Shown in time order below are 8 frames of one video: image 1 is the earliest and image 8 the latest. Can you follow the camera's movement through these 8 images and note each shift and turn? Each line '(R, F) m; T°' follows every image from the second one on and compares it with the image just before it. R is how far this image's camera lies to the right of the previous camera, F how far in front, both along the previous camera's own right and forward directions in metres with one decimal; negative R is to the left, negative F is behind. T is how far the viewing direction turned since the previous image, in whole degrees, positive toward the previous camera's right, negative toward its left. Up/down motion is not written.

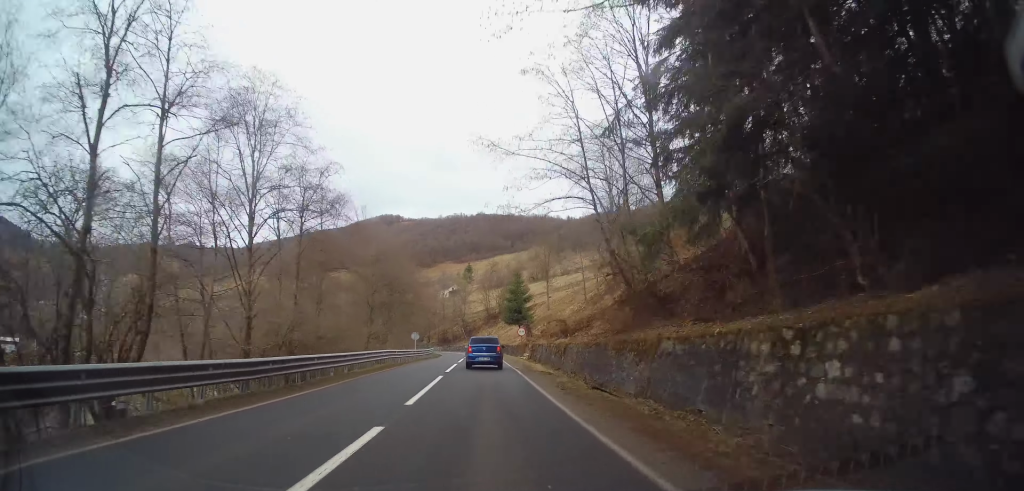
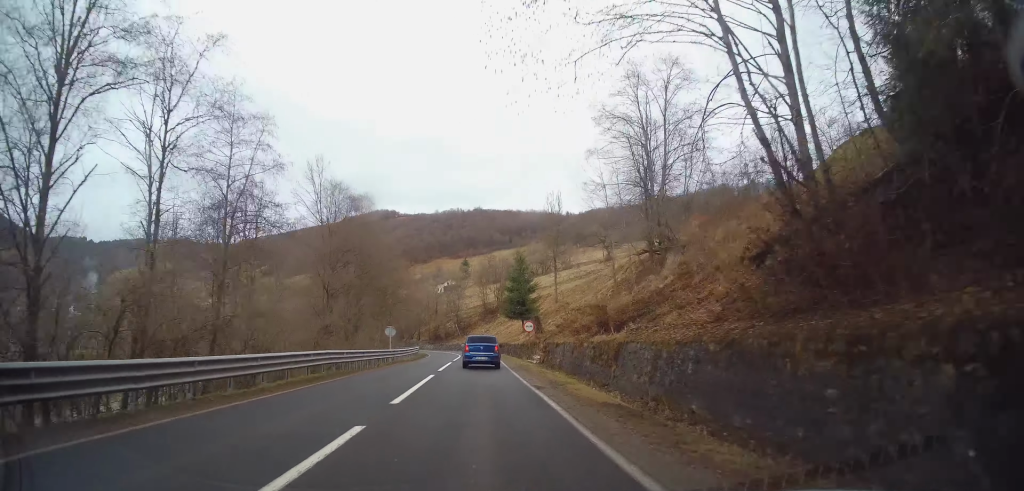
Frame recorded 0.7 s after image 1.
(+0.1, +12.1) m; 0°
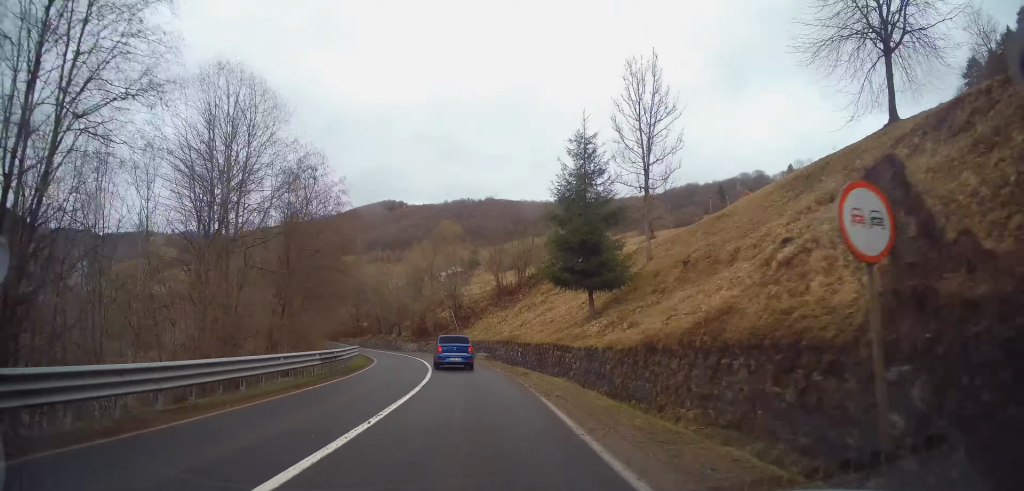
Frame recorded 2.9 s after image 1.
(-0.5, +35.1) m; -3°
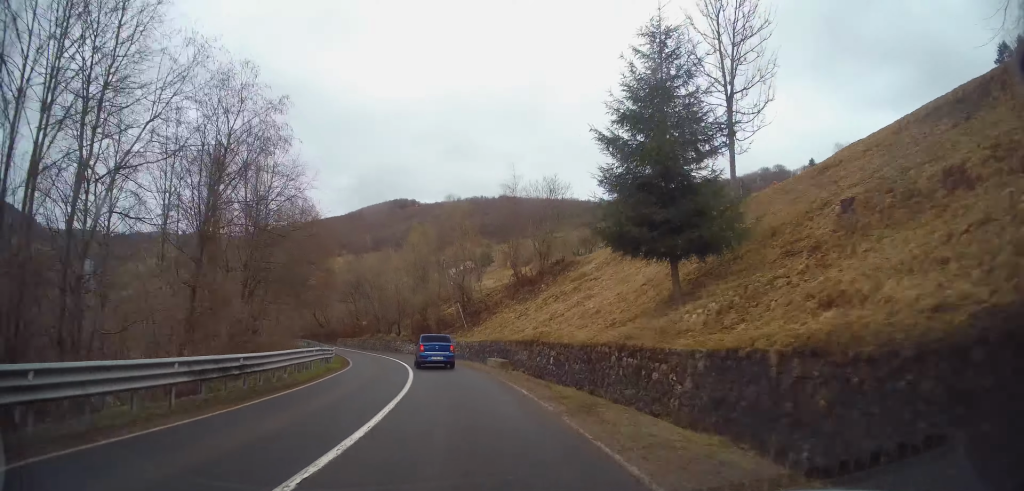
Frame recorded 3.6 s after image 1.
(-0.3, +10.5) m; -3°
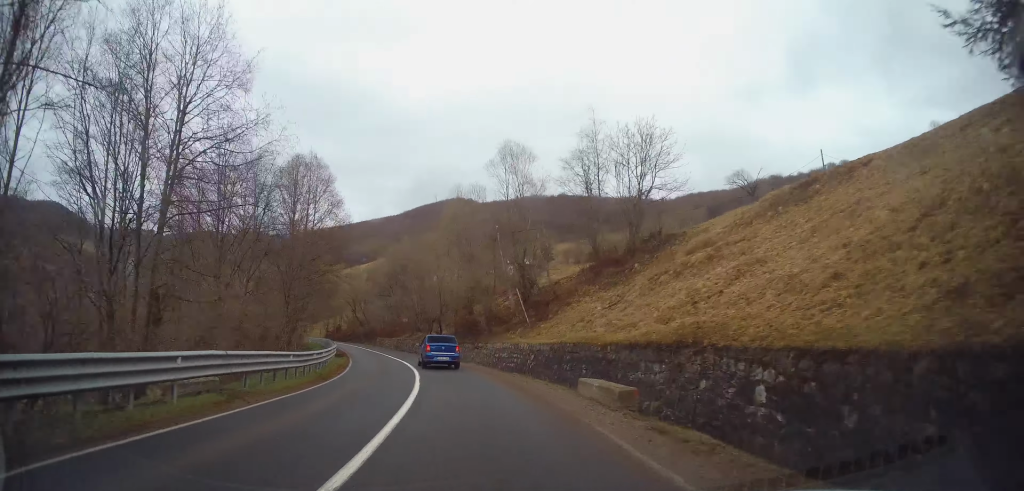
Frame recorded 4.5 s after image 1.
(+0.1, +13.6) m; -4°
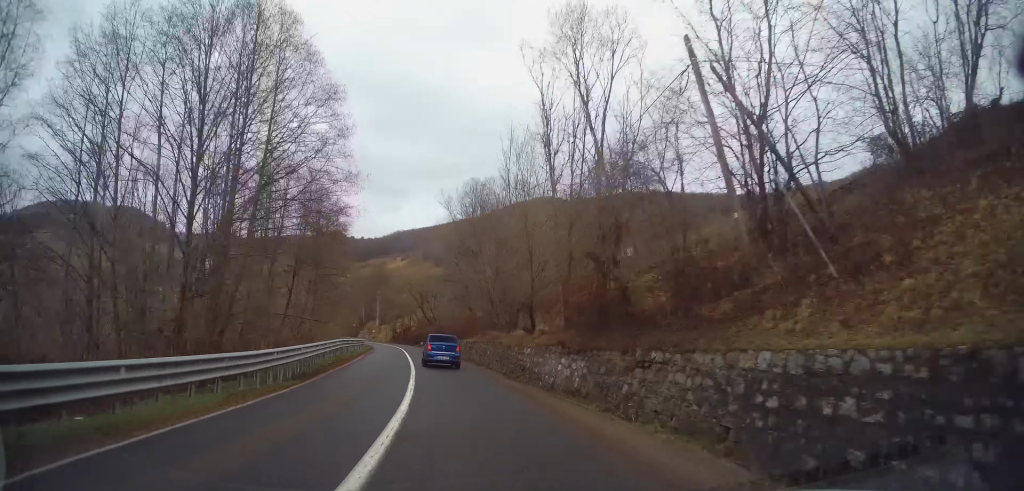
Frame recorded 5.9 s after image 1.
(-2.6, +22.8) m; -10°
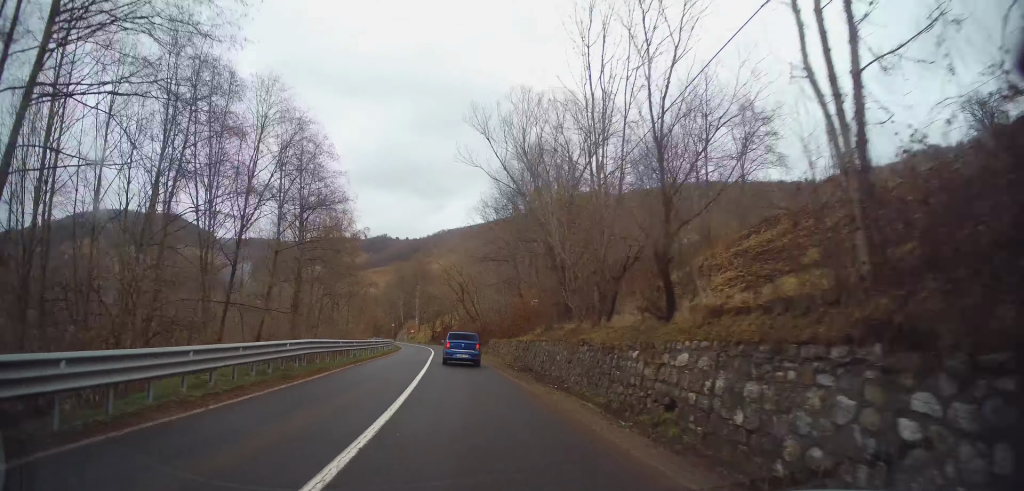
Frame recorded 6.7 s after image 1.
(-0.5, +13.5) m; -3°
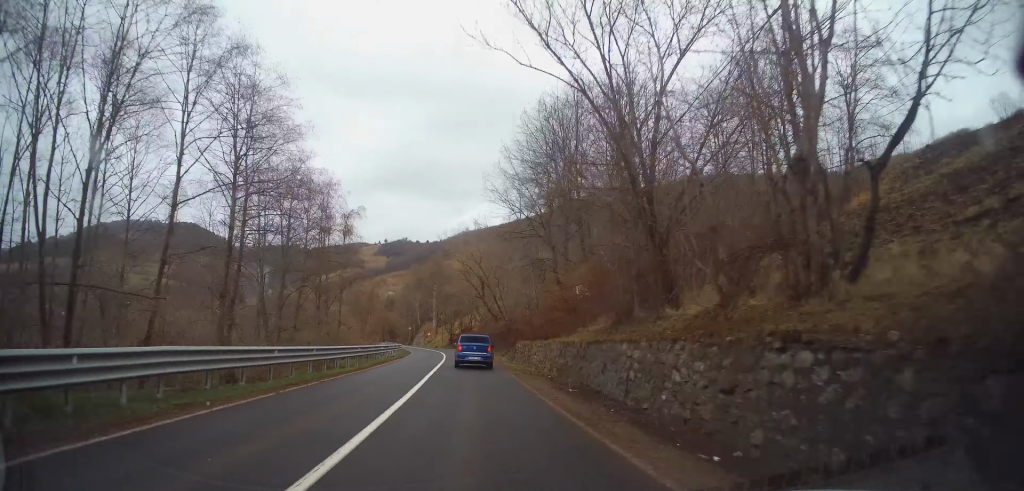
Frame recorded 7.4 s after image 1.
(-0.1, +10.4) m; -2°
